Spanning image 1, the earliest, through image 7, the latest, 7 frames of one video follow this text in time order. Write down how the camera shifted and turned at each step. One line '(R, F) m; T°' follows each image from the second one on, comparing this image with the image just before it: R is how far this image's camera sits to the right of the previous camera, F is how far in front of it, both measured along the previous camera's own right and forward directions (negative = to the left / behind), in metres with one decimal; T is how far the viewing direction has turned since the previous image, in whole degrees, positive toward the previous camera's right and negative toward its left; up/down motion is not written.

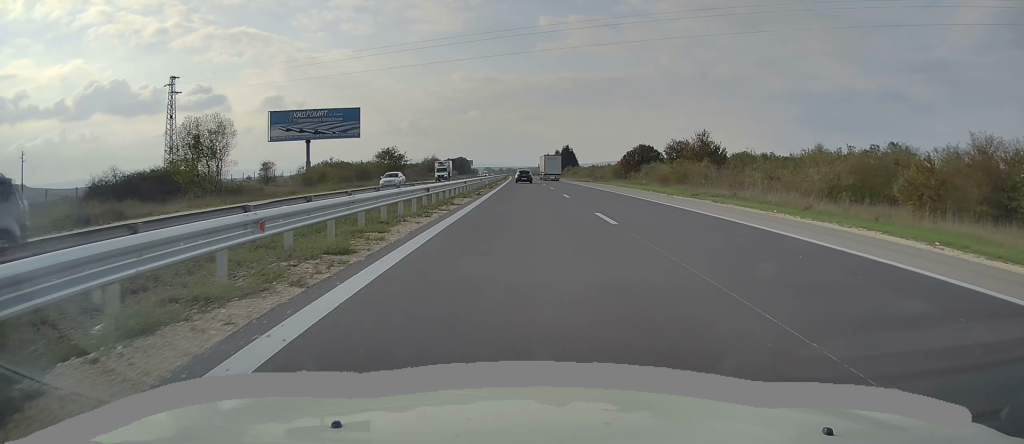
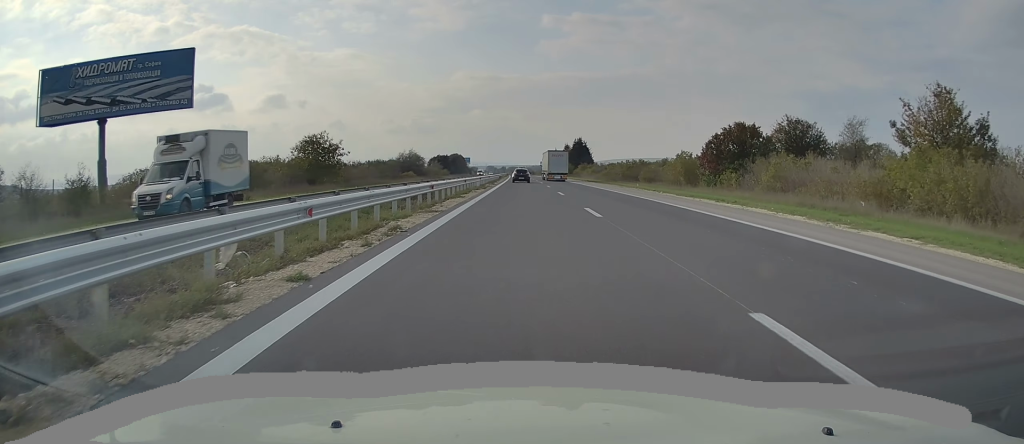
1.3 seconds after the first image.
(0.0, +45.9) m; 0°
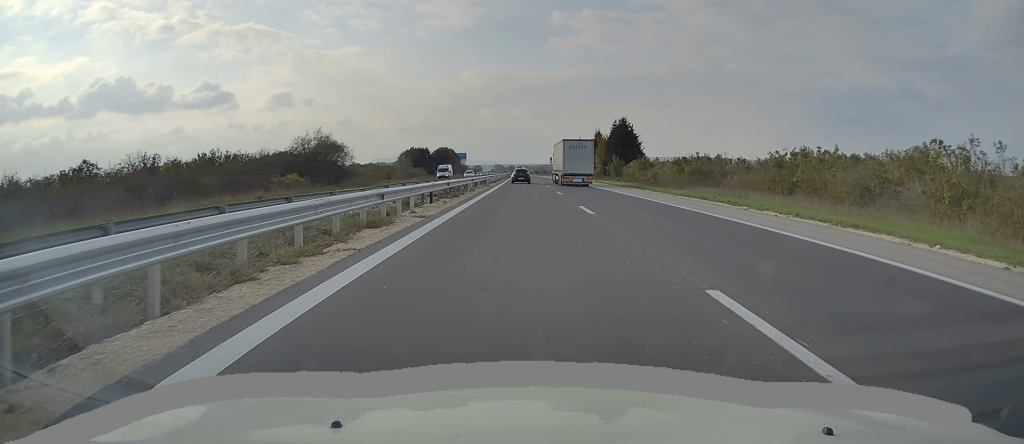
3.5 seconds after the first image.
(-0.7, +78.9) m; -1°
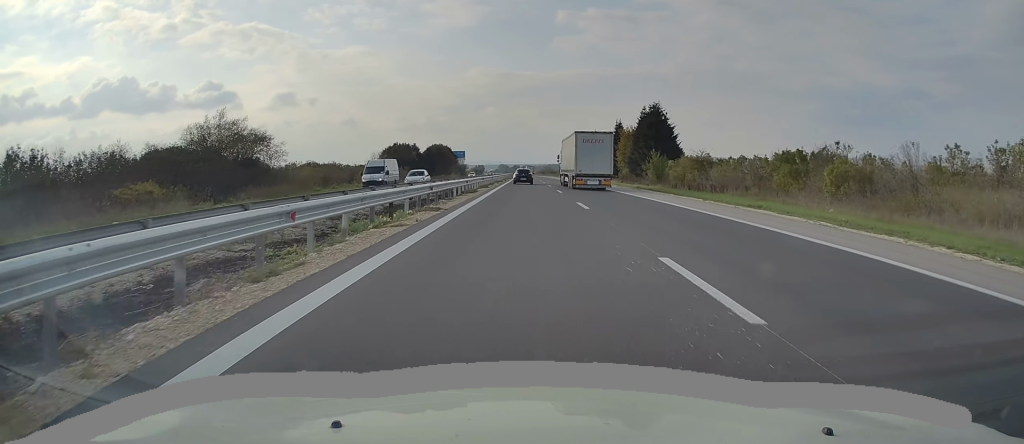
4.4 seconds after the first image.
(+0.2, +29.4) m; 0°
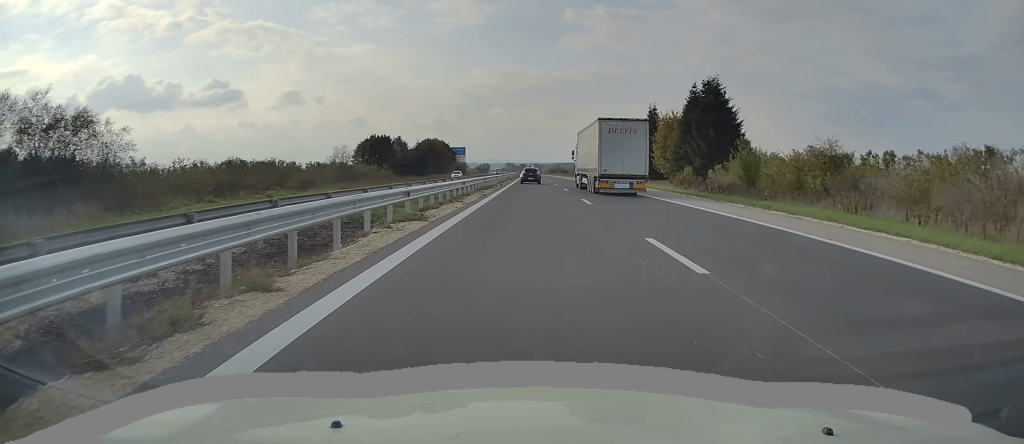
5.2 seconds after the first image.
(-0.2, +29.4) m; -1°
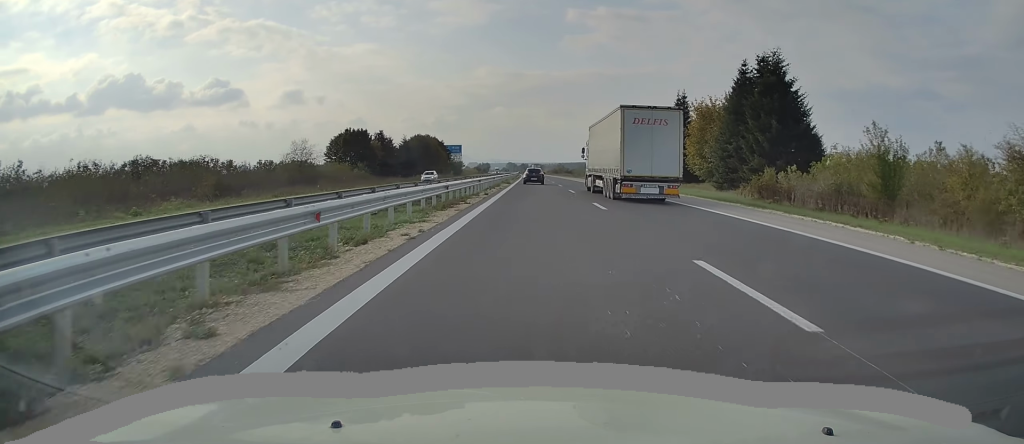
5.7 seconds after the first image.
(-0.3, +18.8) m; 0°
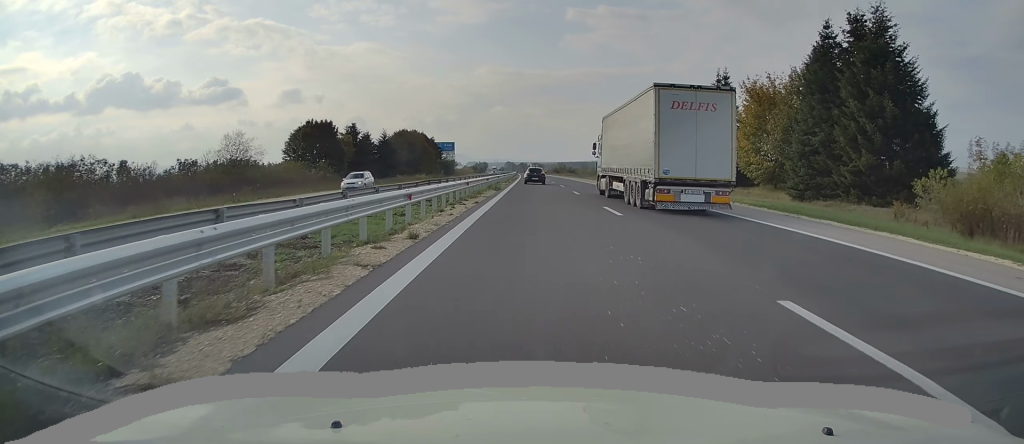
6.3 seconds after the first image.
(+0.2, +18.8) m; 0°
